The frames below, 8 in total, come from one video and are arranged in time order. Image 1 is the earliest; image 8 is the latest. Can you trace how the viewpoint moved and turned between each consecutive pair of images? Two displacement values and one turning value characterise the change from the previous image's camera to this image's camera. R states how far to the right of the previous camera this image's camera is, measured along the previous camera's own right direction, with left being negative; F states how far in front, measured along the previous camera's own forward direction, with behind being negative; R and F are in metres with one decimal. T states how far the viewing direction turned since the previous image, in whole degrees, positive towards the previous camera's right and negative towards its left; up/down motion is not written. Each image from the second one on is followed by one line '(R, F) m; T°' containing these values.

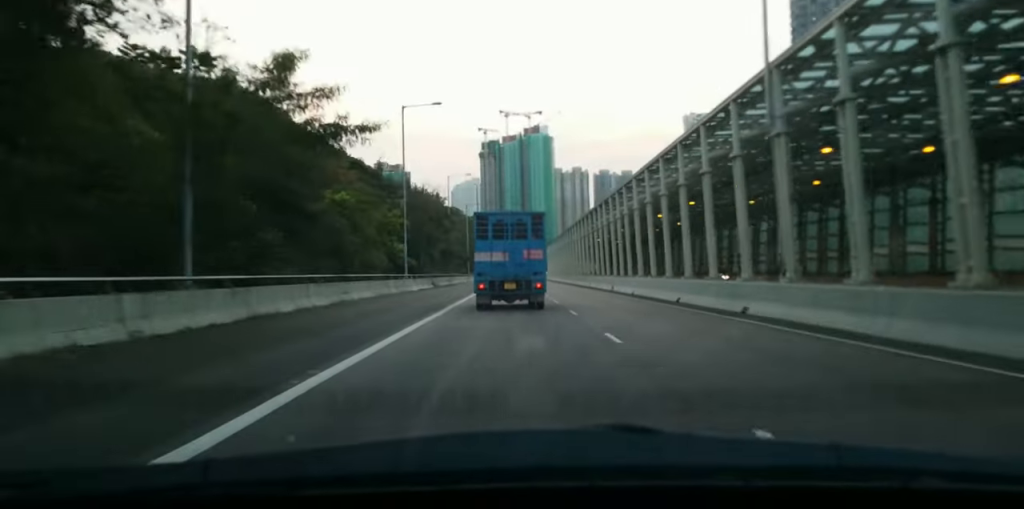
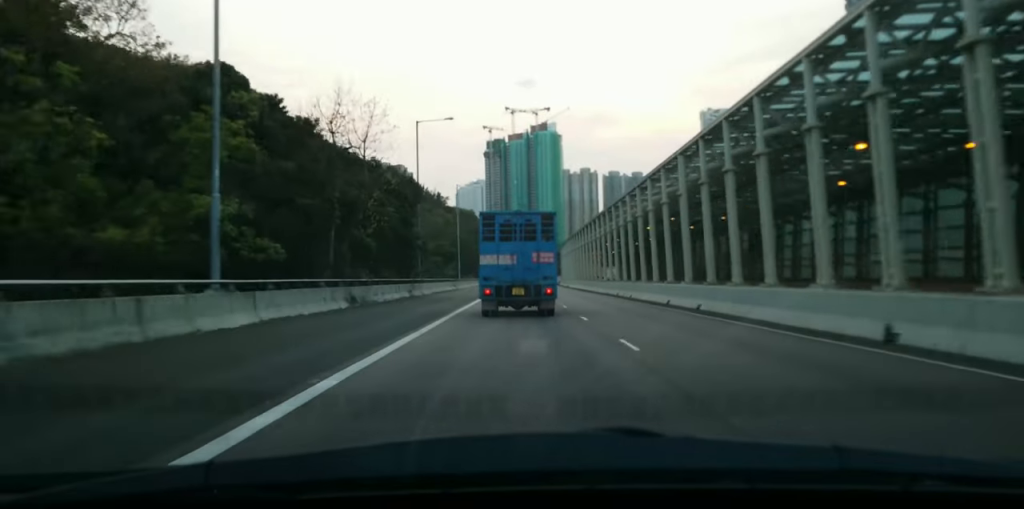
(0.0, +36.9) m; -1°
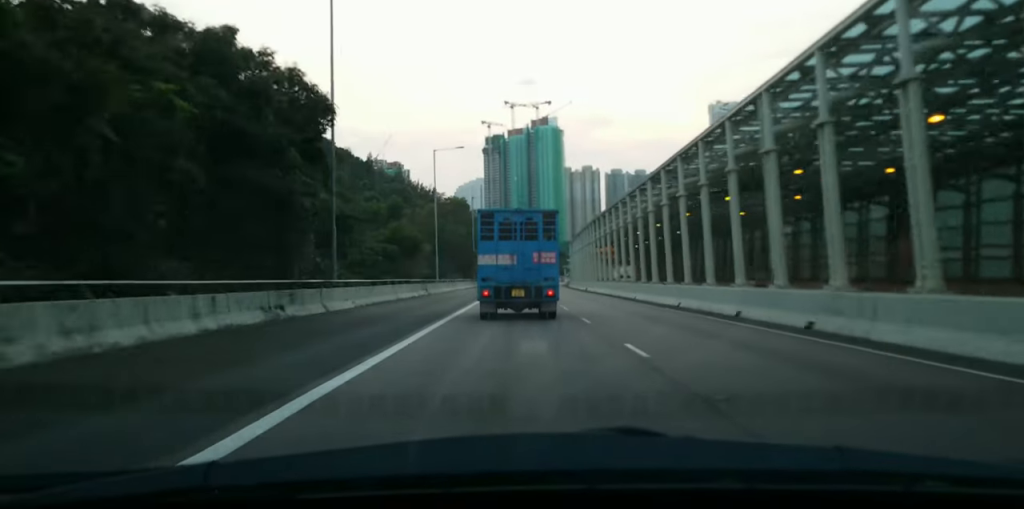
(-0.2, +25.7) m; -1°
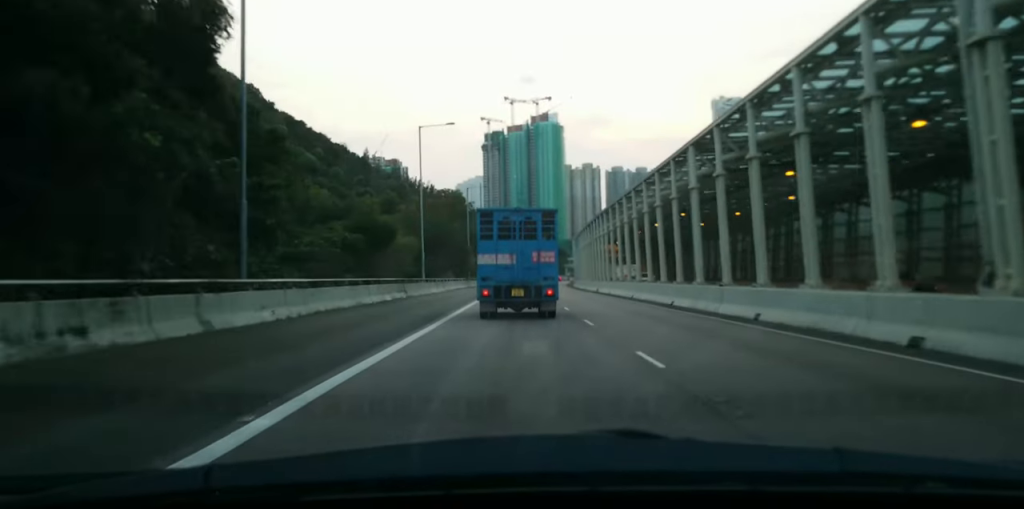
(0.0, +10.7) m; 0°
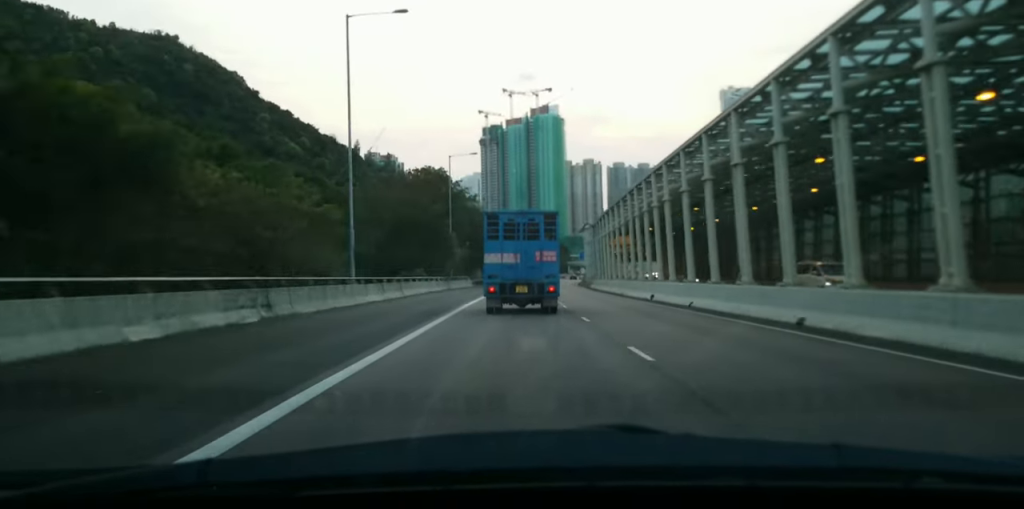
(+0.1, +26.1) m; +1°
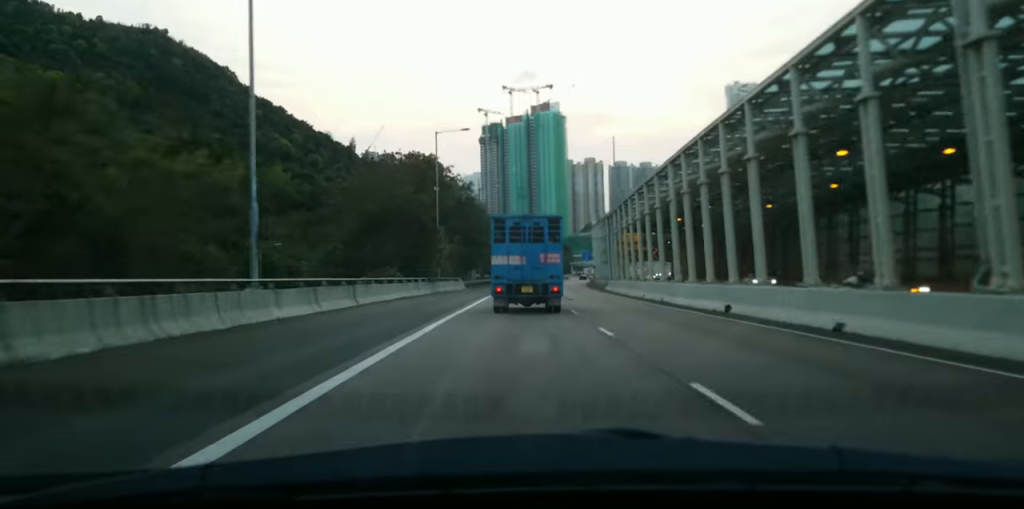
(+0.1, +13.7) m; +1°
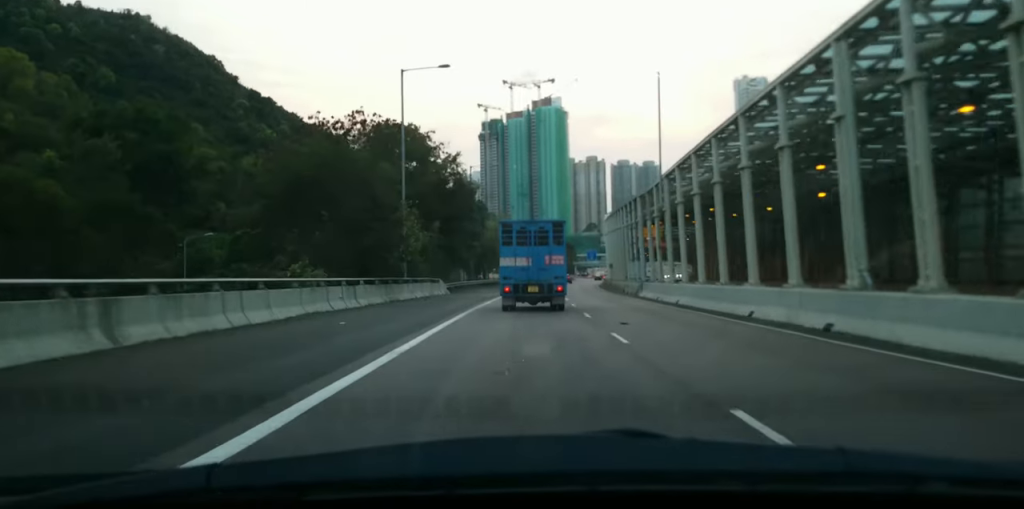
(+0.3, +19.2) m; +1°
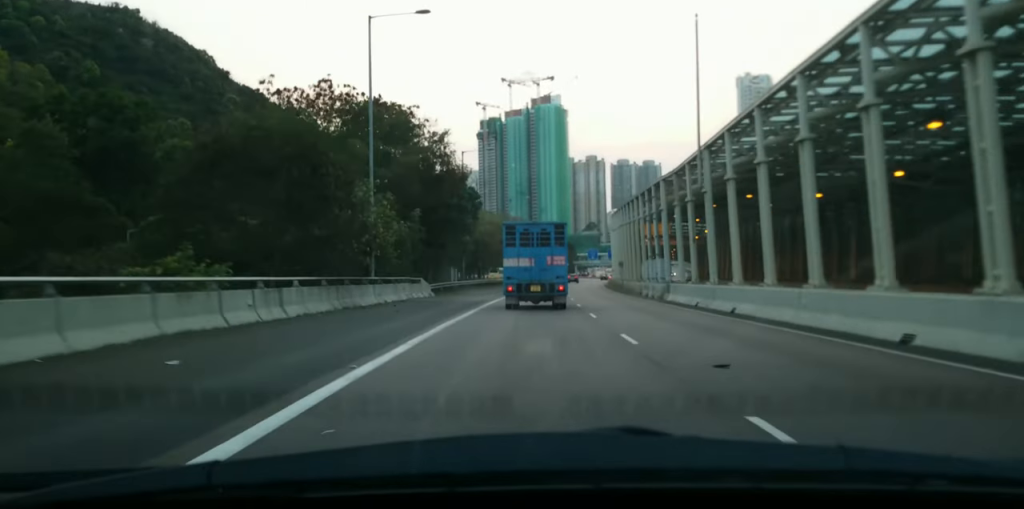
(0.0, +9.5) m; 0°
